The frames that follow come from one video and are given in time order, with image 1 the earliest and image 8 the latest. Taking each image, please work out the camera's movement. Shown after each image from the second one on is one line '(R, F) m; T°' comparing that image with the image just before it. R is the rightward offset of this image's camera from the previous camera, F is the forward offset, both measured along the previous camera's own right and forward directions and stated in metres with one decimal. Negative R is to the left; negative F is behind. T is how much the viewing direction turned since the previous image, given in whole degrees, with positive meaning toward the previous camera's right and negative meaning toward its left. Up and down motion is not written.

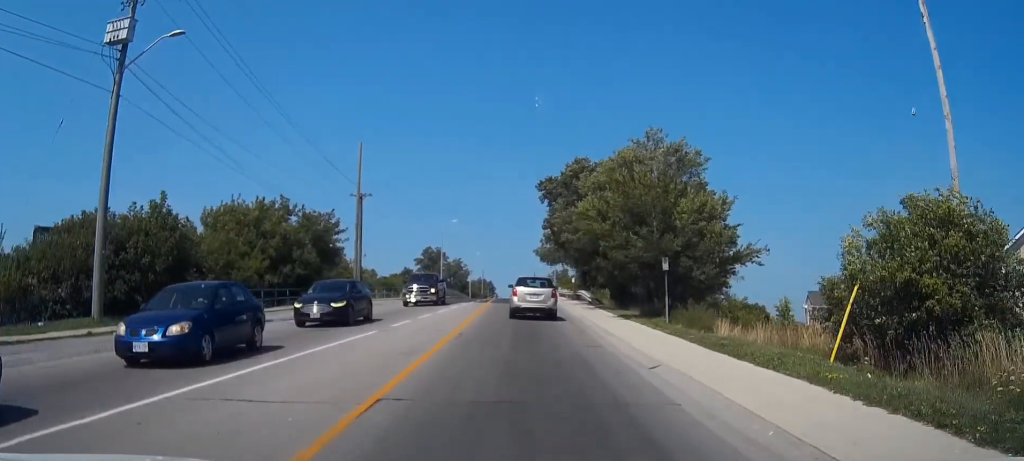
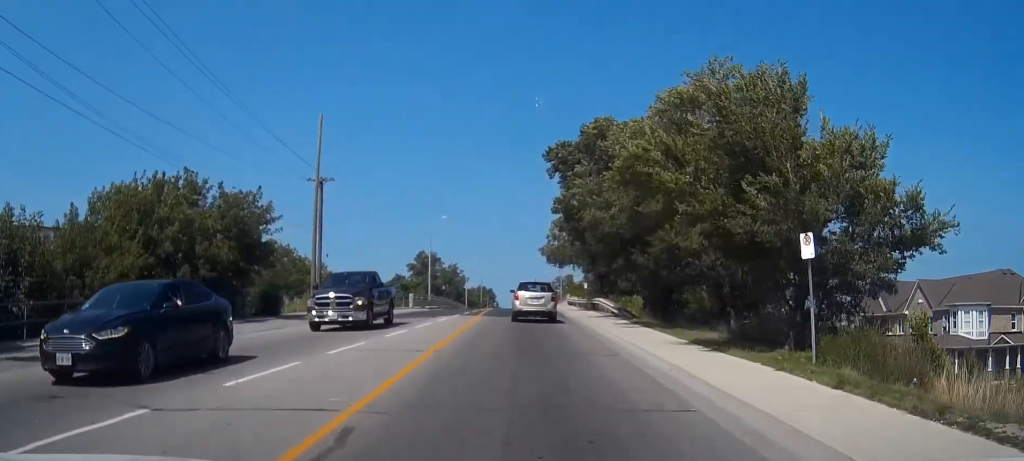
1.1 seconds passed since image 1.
(0.0, +13.3) m; 0°
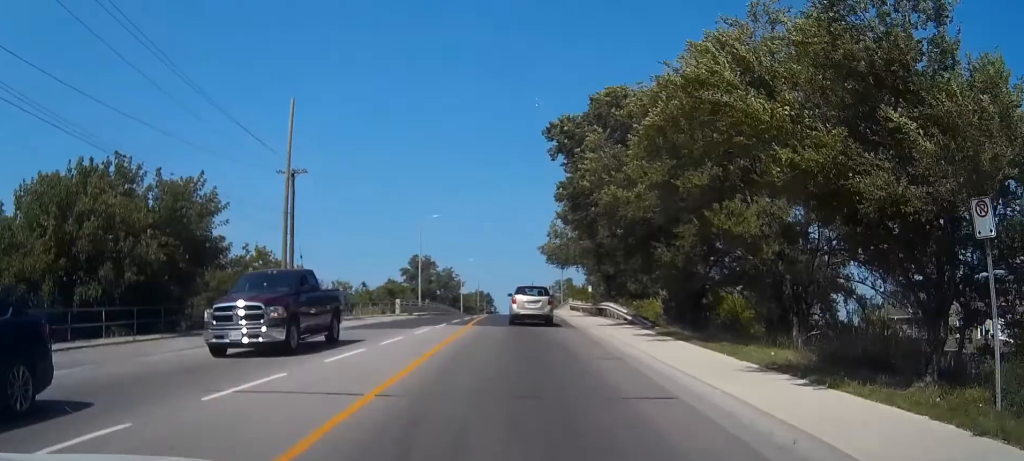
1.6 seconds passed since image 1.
(0.0, +5.8) m; 0°
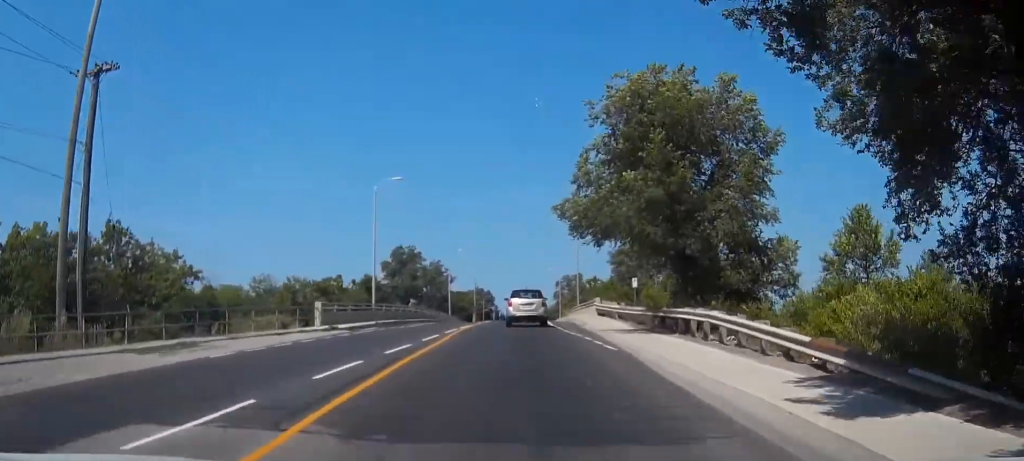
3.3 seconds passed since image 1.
(+0.2, +22.4) m; +1°
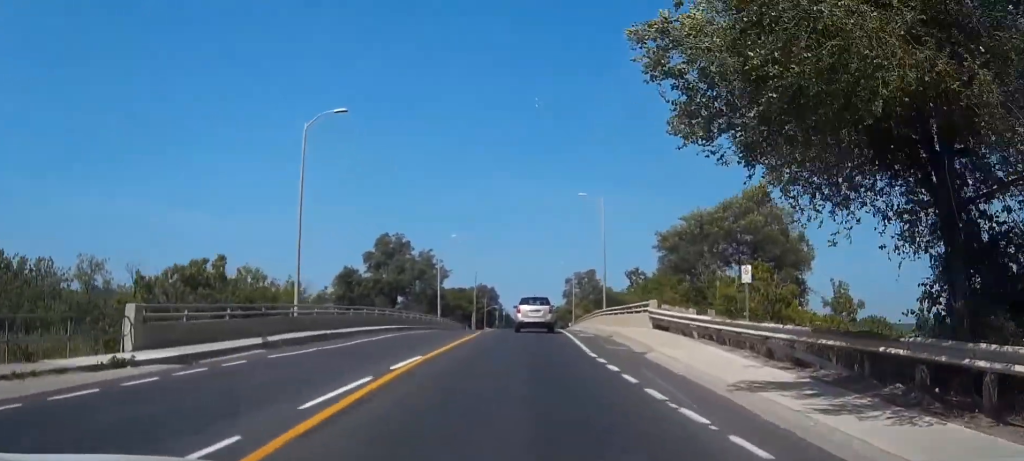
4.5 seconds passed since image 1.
(+0.1, +17.5) m; +1°
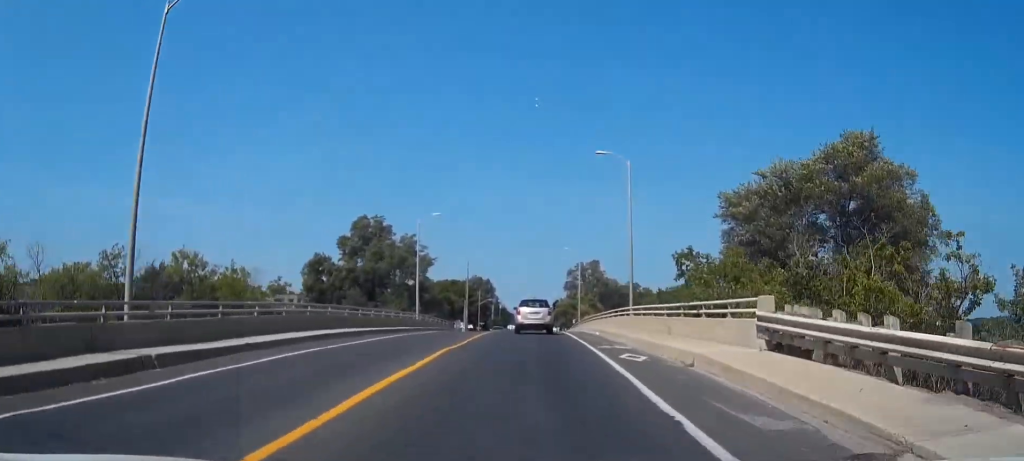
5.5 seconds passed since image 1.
(+0.1, +13.4) m; 0°
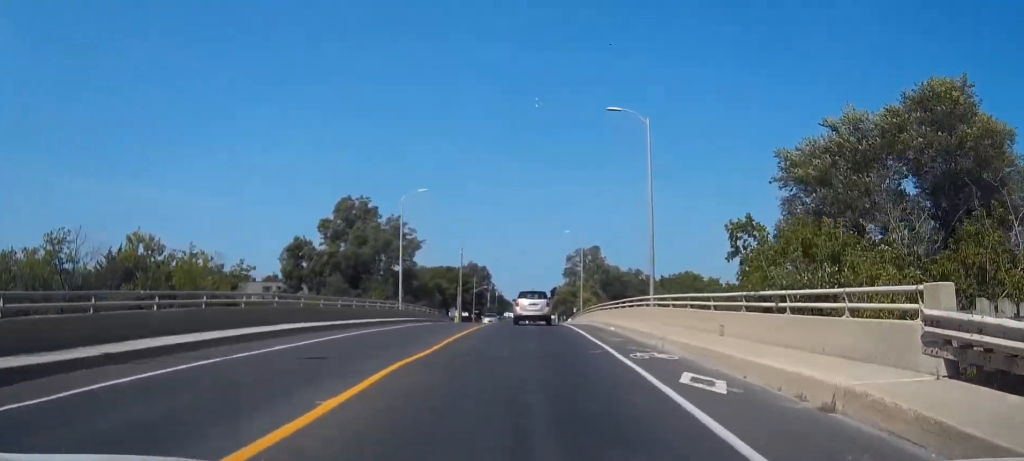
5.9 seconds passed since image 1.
(0.0, +6.9) m; 0°
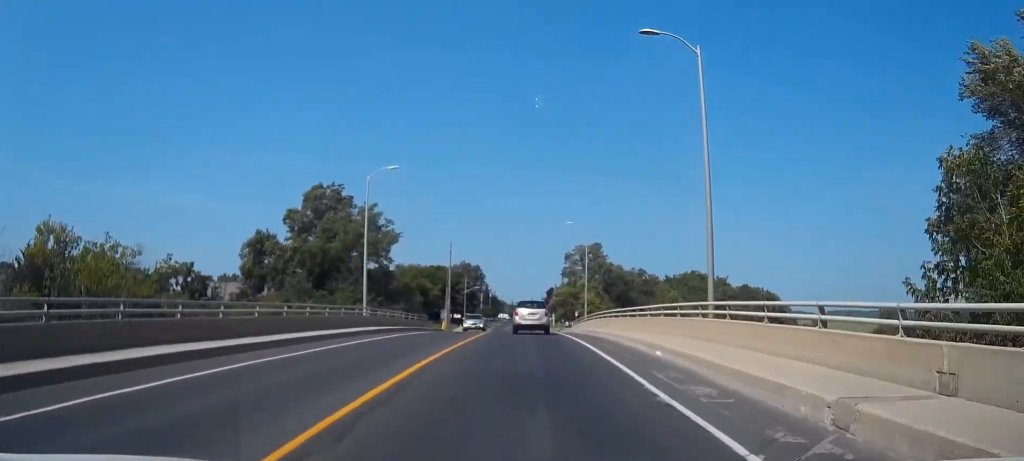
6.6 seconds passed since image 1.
(-0.1, +10.5) m; 0°
